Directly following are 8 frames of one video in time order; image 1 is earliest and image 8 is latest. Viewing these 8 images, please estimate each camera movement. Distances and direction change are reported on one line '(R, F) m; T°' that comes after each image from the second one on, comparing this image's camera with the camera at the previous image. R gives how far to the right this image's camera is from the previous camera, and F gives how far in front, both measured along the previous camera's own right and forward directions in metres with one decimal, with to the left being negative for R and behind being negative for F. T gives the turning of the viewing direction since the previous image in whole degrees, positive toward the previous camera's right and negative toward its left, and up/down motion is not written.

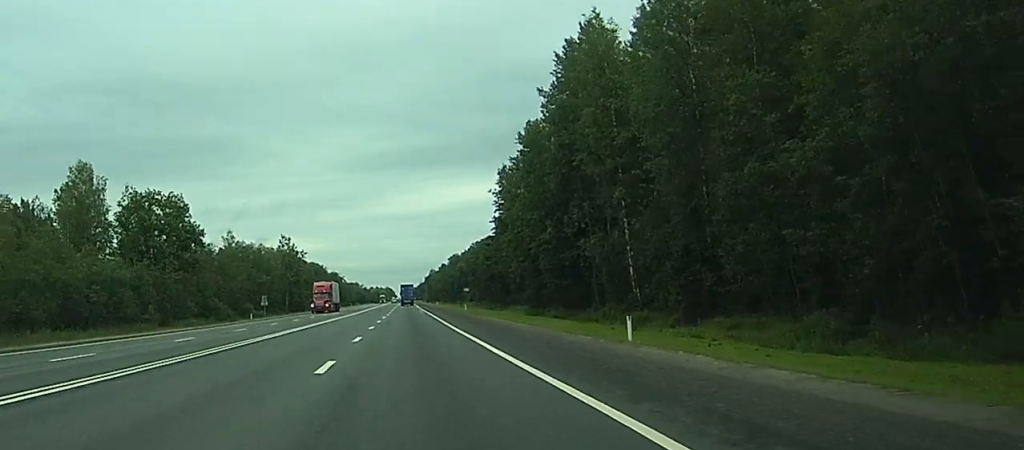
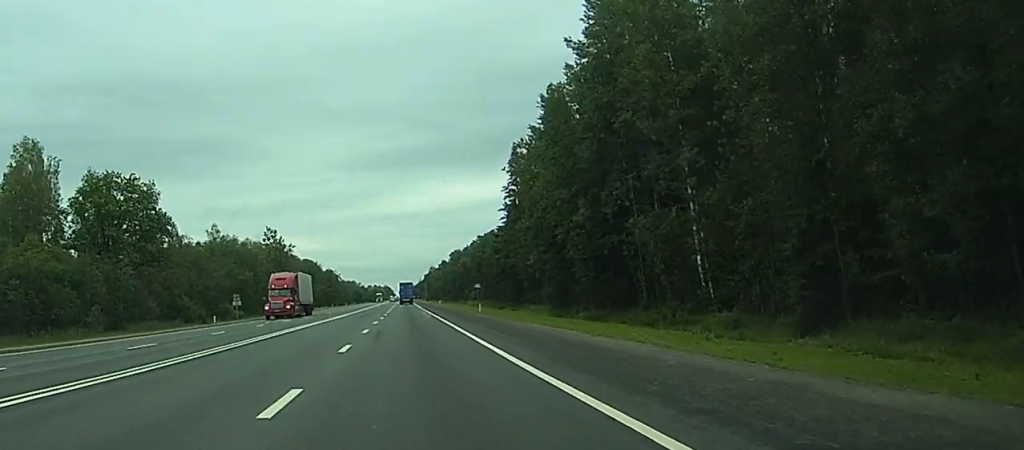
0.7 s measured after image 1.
(0.0, +17.7) m; 0°
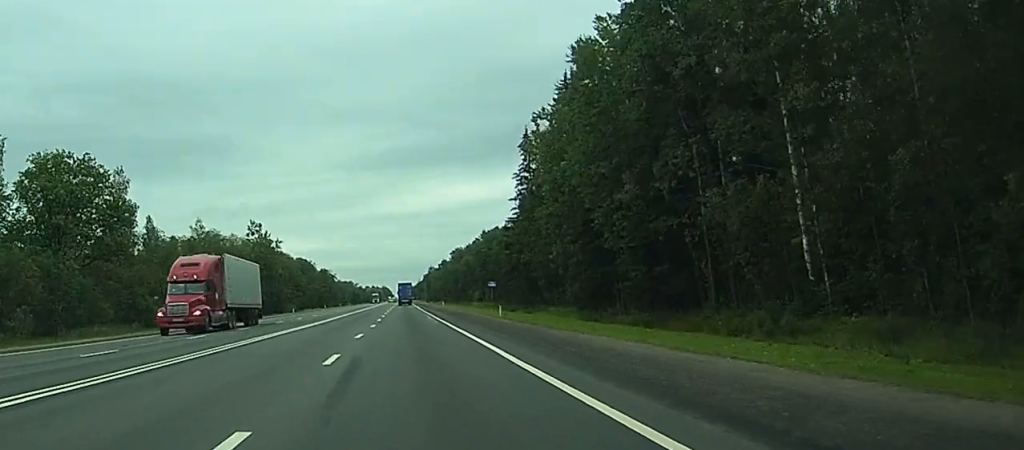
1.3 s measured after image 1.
(0.0, +15.9) m; 0°
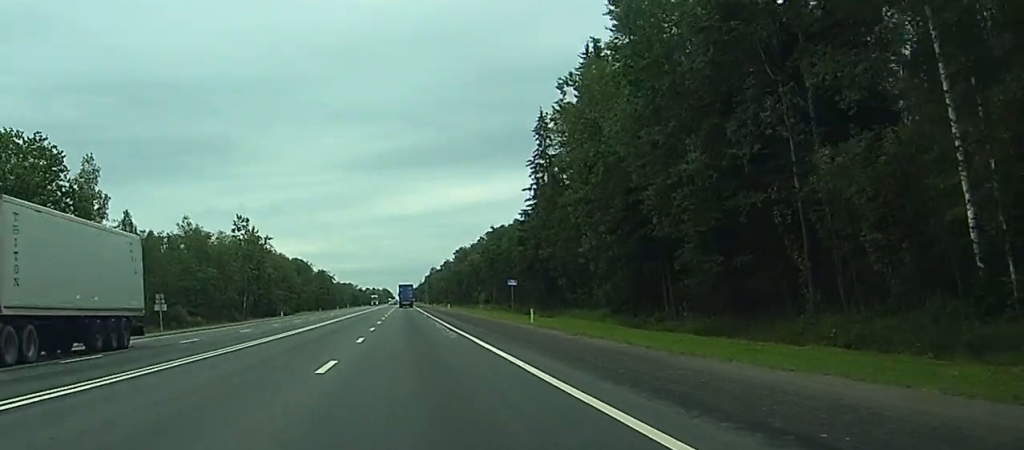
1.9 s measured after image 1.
(0.0, +13.4) m; 0°
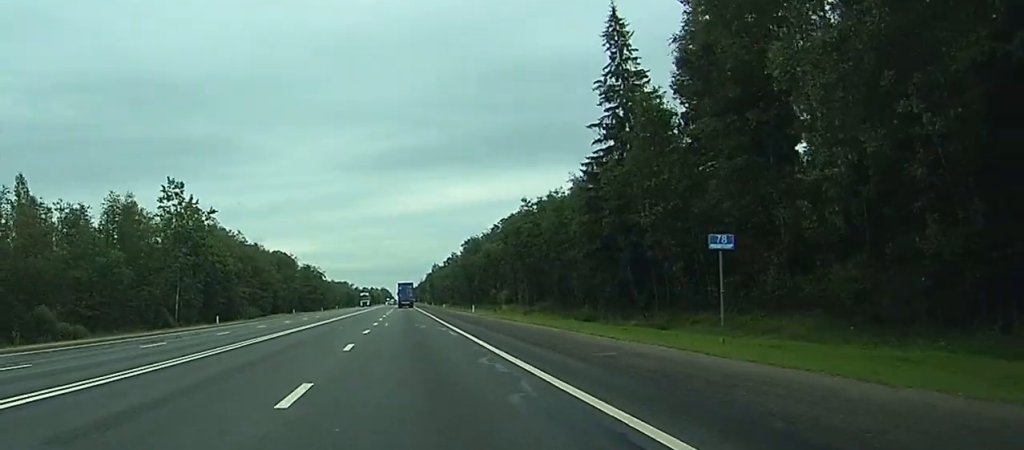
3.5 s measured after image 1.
(+0.1, +41.1) m; +1°
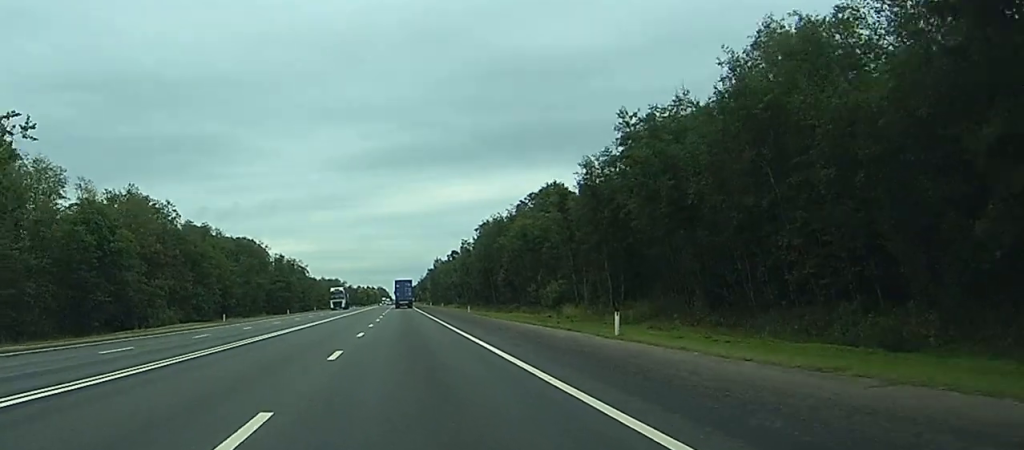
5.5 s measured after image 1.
(+0.3, +51.5) m; 0°
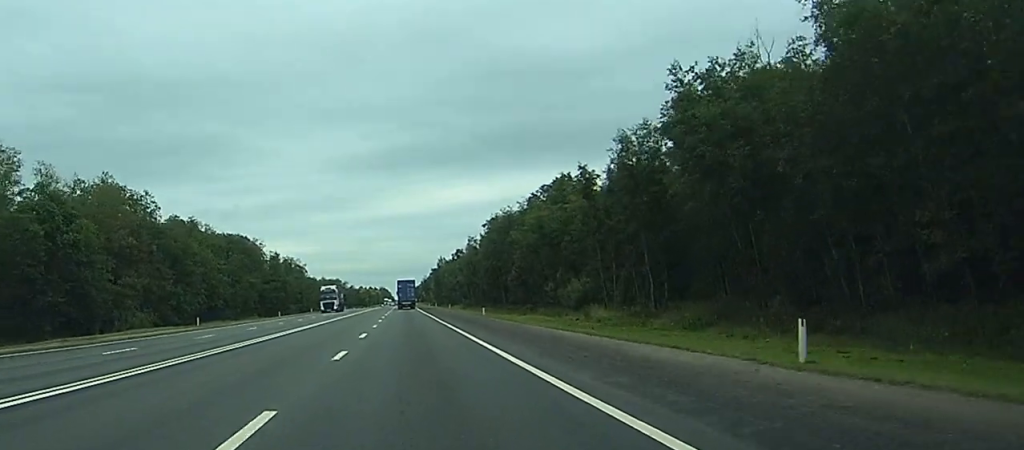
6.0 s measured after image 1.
(0.0, +11.8) m; 0°
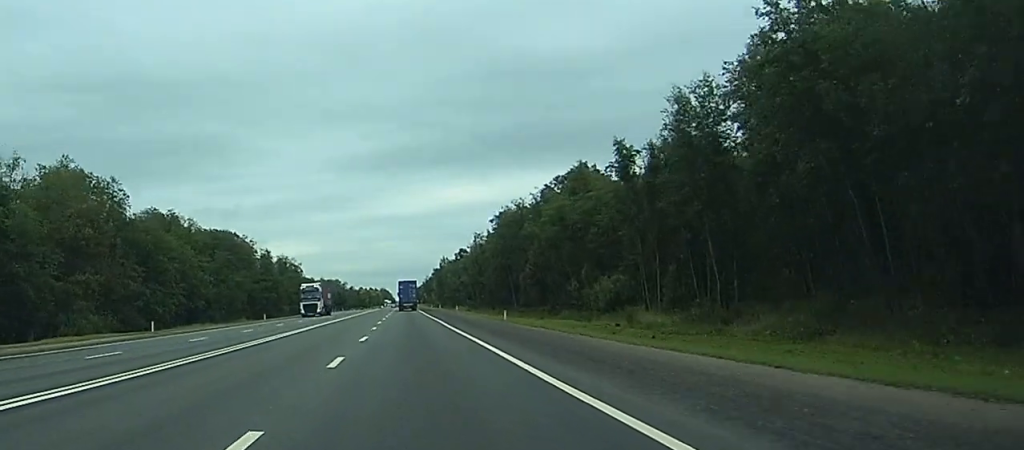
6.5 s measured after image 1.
(0.0, +13.5) m; 0°
